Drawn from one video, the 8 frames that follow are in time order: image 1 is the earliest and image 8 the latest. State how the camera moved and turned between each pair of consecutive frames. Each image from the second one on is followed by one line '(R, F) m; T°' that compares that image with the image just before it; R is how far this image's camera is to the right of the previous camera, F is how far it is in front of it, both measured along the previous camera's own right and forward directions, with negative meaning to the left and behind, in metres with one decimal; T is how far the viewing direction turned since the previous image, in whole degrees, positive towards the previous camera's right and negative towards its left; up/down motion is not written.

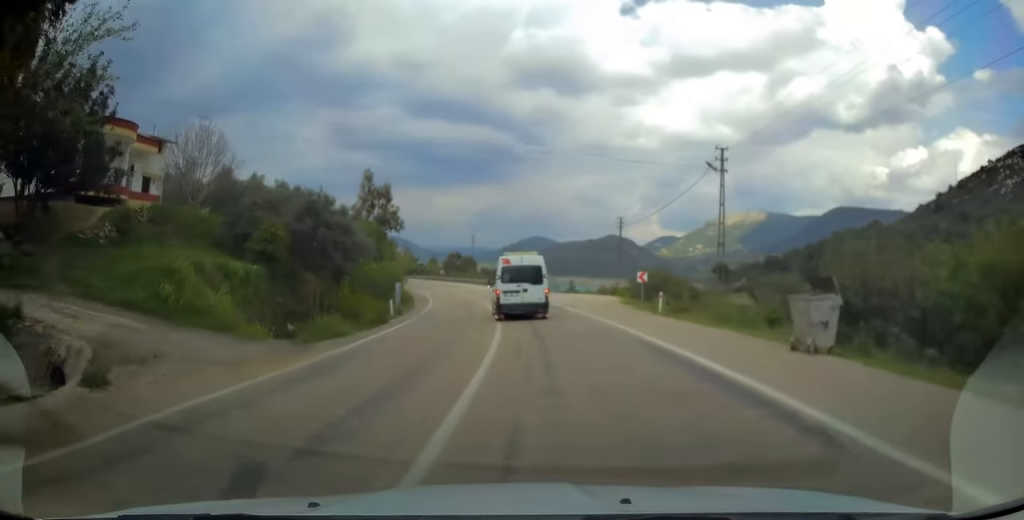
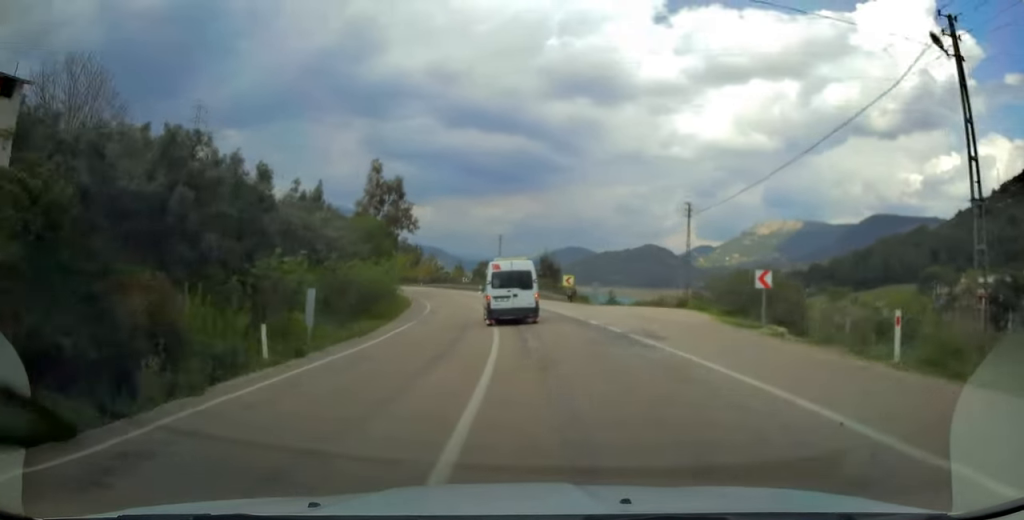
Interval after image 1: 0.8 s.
(-0.5, +16.0) m; -4°
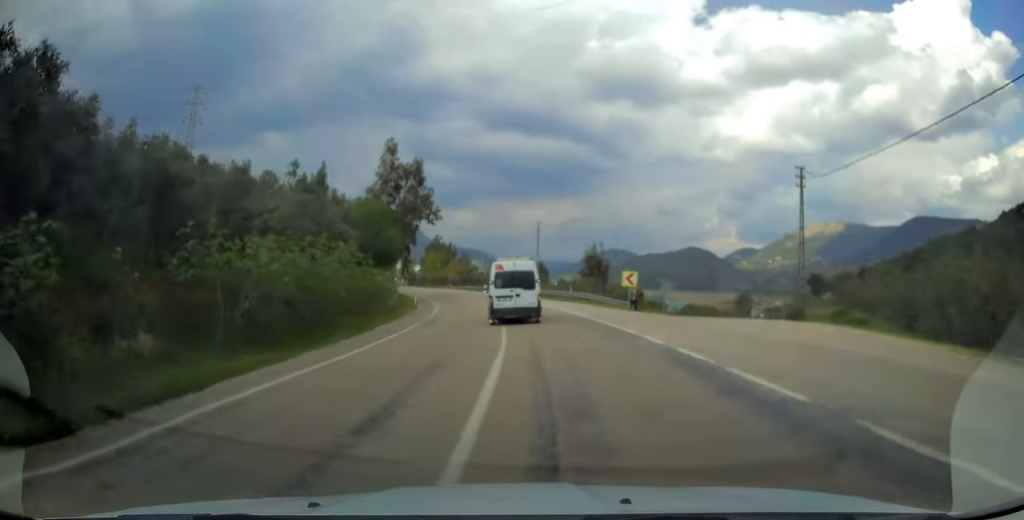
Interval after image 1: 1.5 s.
(-0.5, +14.4) m; -4°
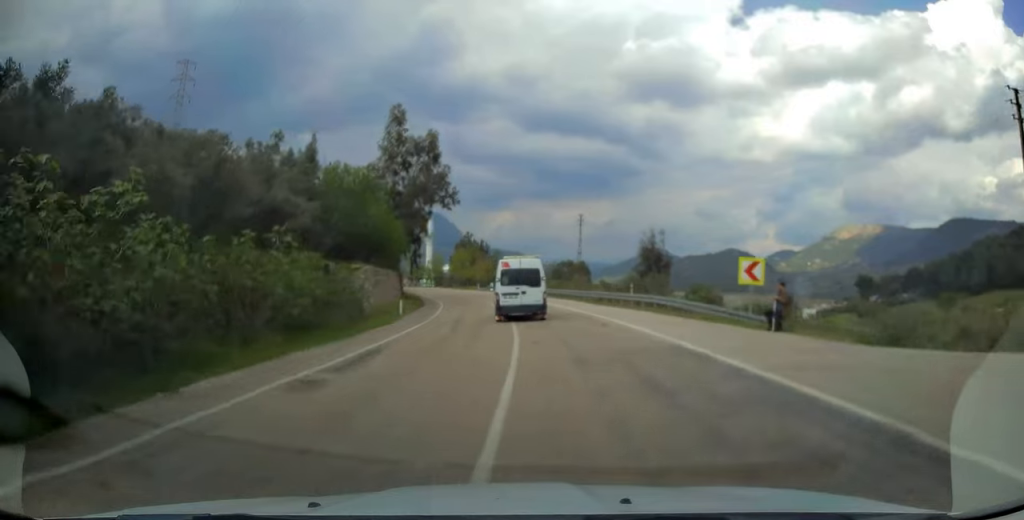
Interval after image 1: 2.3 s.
(-0.6, +14.9) m; -3°
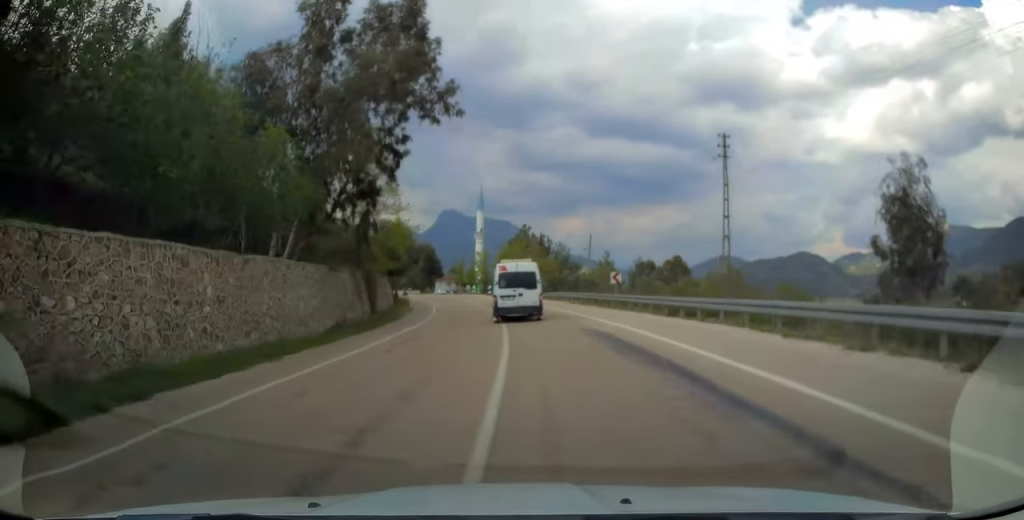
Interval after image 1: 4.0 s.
(-1.7, +33.4) m; -7°
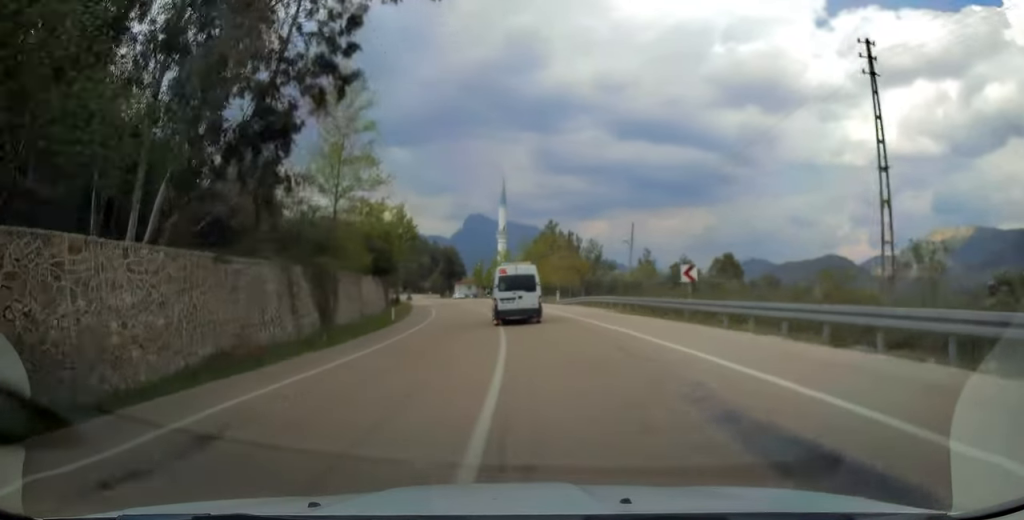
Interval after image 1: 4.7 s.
(-0.4, +12.1) m; -3°
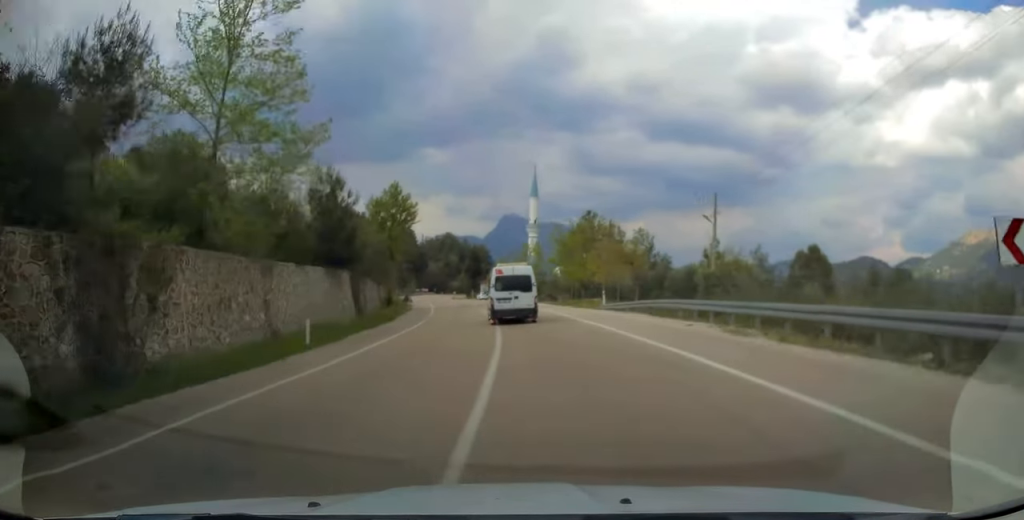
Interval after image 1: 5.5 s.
(-0.4, +15.3) m; -3°
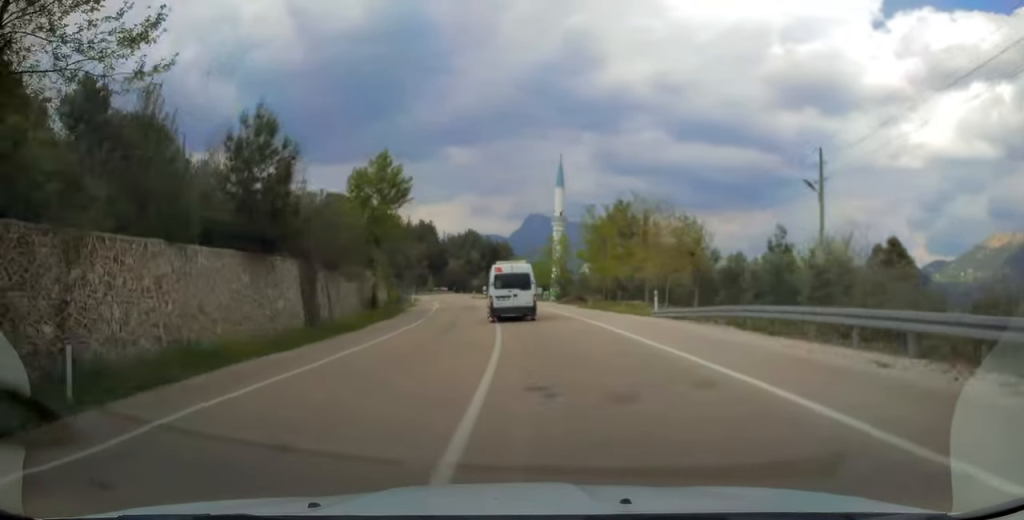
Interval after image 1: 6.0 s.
(-0.1, +10.2) m; -2°
